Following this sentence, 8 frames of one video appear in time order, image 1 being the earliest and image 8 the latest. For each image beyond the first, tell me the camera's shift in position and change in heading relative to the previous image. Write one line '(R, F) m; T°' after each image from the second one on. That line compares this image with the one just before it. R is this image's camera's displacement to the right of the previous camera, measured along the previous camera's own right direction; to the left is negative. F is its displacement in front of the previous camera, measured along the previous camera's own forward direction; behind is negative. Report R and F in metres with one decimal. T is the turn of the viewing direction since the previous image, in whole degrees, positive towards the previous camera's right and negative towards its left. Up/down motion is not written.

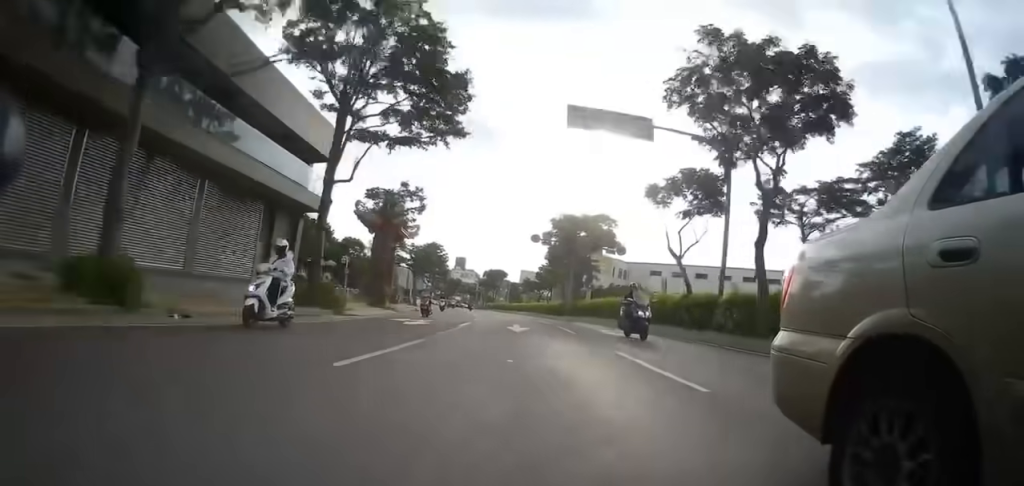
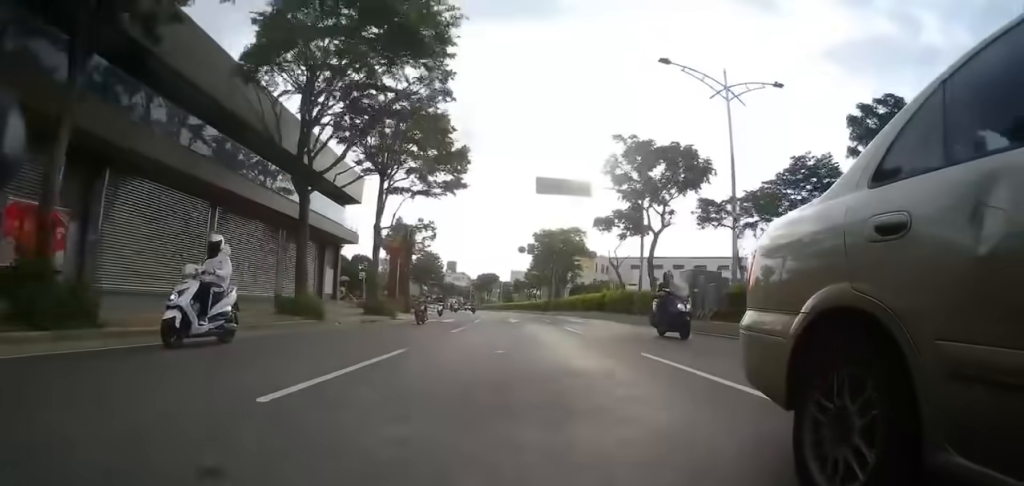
(-0.1, +9.0) m; +1°
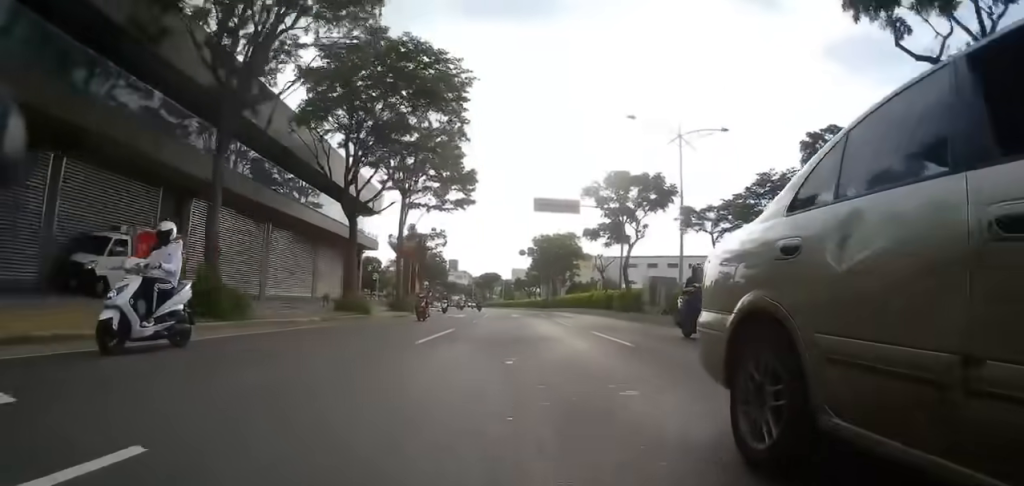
(0.0, +5.0) m; +1°
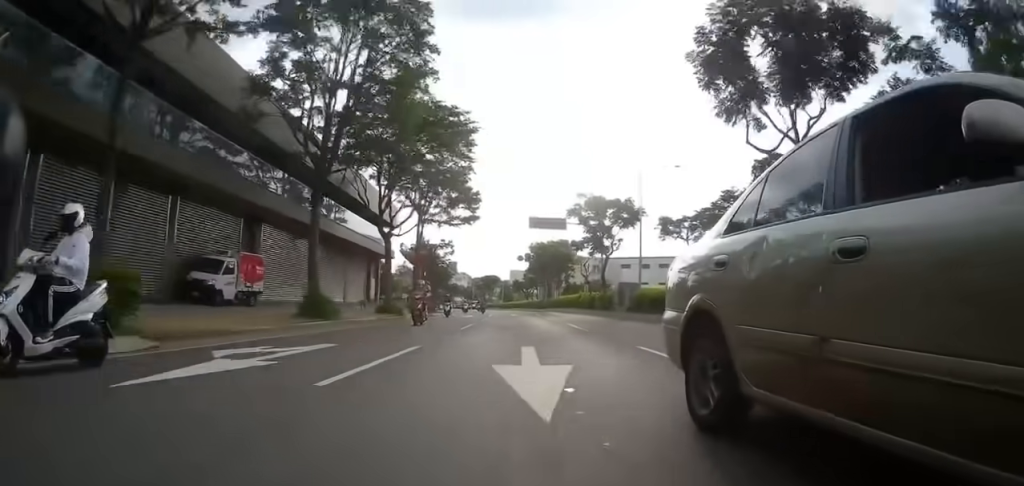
(+0.2, +6.2) m; +1°
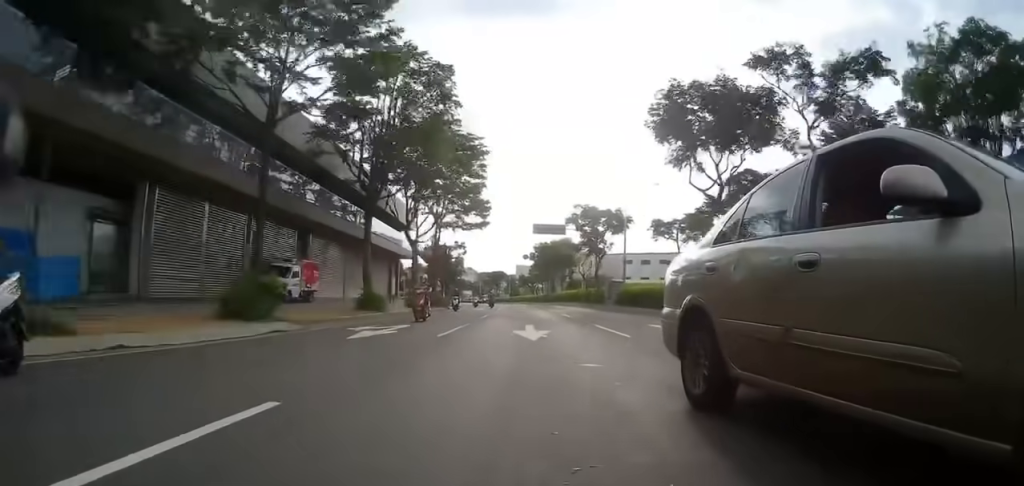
(0.0, +4.9) m; 0°
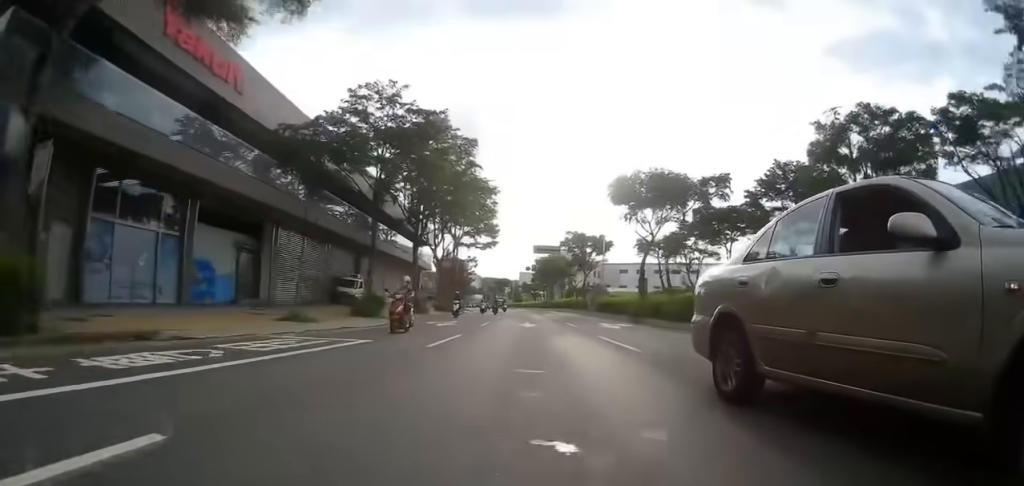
(0.0, +9.2) m; 0°
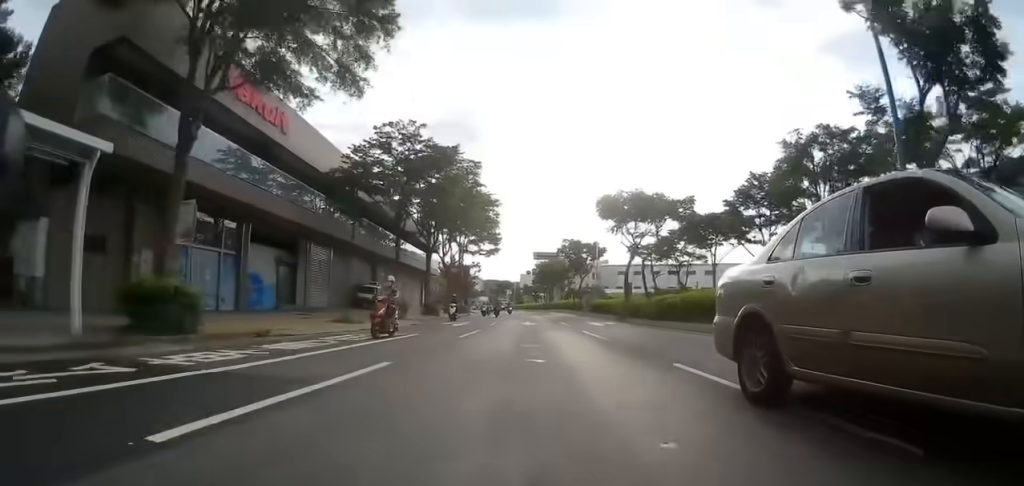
(0.0, +4.6) m; -1°
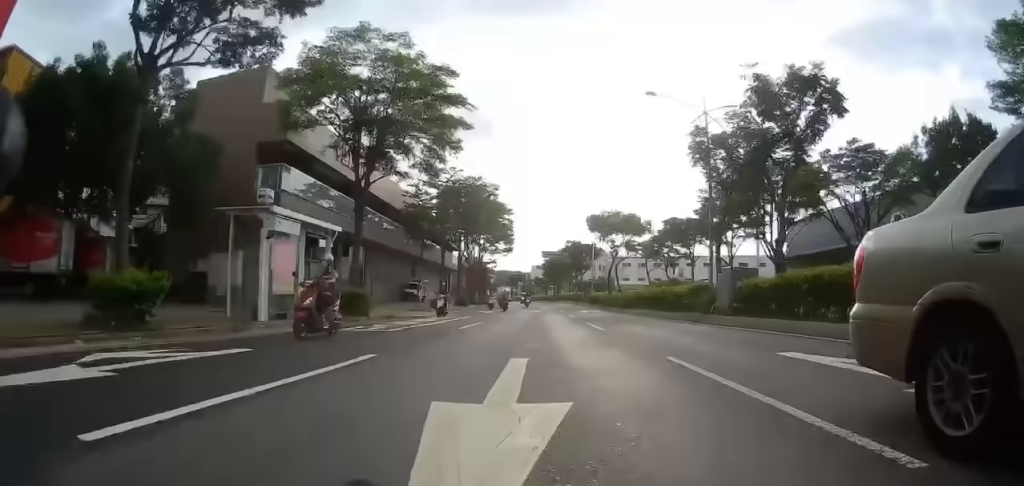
(-0.3, +9.9) m; -3°
